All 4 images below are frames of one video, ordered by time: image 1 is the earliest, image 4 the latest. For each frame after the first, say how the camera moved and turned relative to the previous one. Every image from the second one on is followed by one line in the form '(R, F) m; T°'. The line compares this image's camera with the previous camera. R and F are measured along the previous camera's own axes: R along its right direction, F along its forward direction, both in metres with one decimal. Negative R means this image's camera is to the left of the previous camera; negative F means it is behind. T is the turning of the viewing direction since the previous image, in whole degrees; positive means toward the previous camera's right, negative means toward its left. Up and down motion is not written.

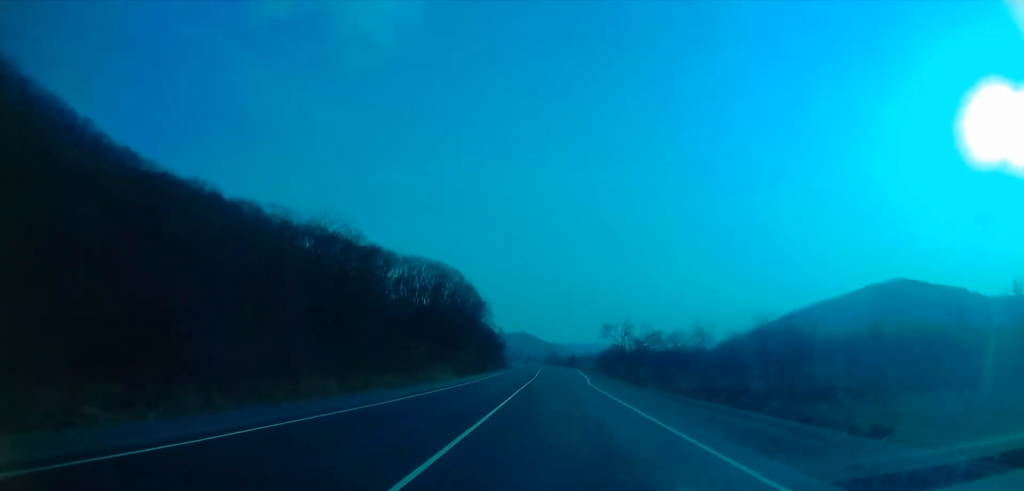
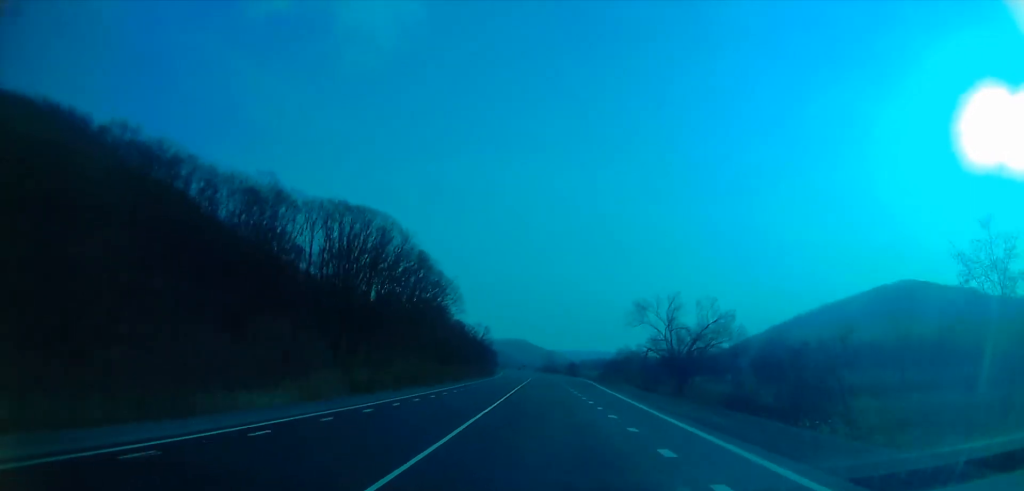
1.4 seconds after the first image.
(-1.4, +49.9) m; -2°
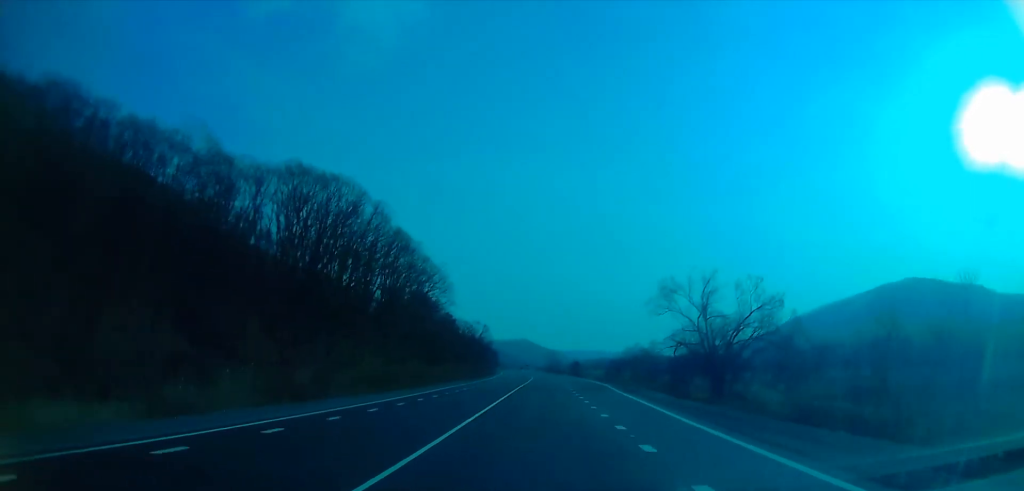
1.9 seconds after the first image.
(+0.1, +14.9) m; 0°
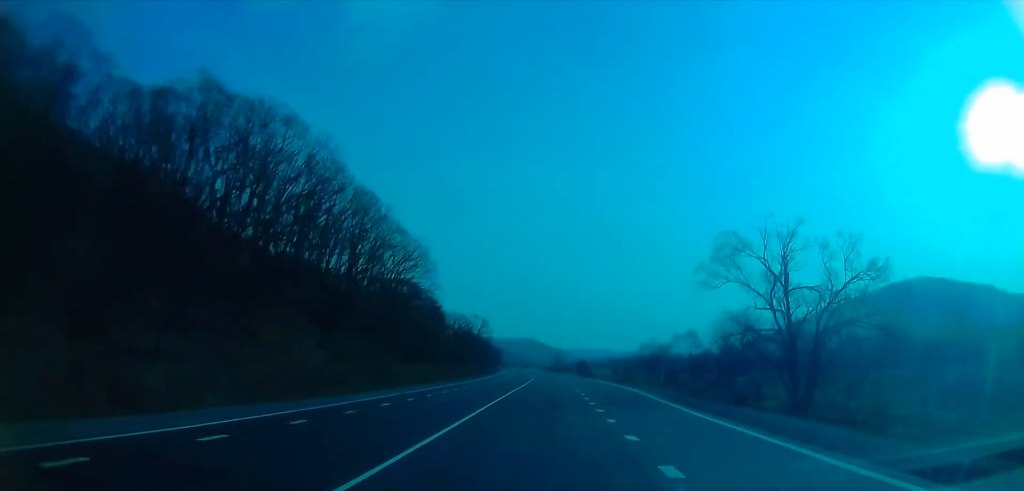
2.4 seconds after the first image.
(-0.2, +18.3) m; +1°
